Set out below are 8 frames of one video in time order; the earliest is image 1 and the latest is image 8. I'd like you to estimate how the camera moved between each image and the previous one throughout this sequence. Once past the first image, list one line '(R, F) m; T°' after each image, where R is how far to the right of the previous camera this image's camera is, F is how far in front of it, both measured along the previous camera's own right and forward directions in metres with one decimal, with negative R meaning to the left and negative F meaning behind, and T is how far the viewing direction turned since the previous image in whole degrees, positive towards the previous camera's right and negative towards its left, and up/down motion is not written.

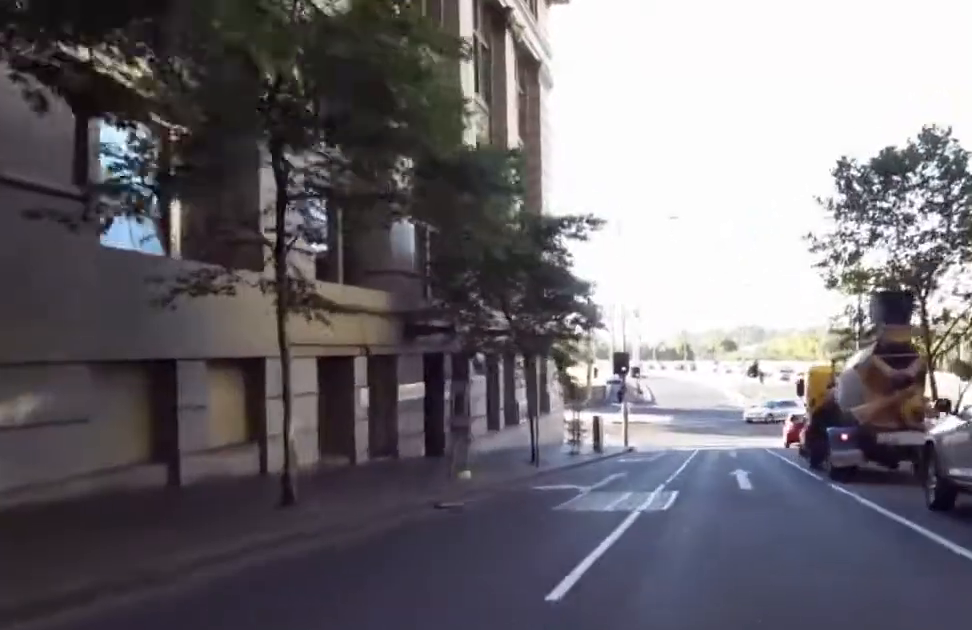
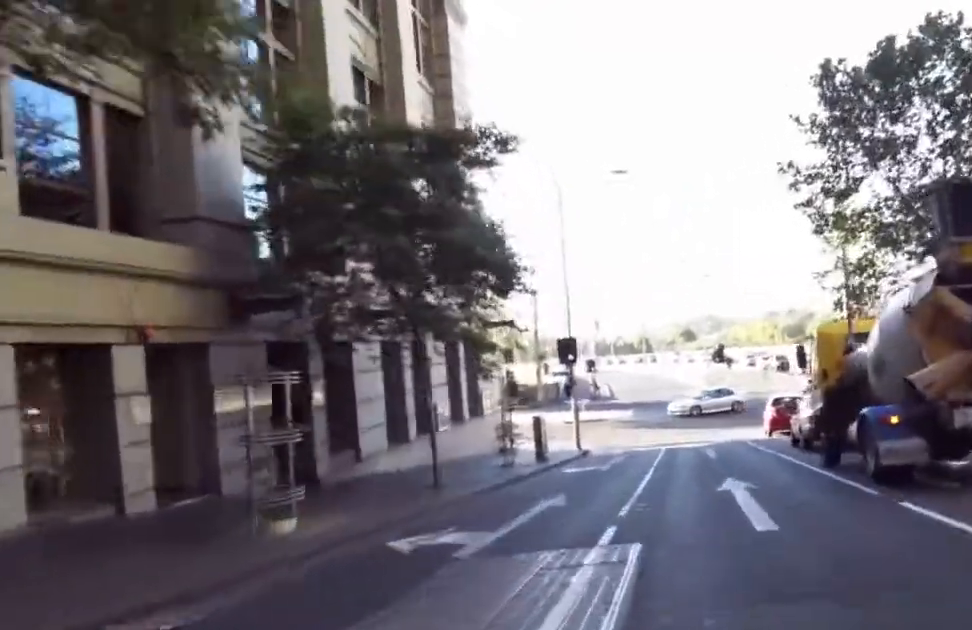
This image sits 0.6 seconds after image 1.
(+0.2, +8.3) m; +3°
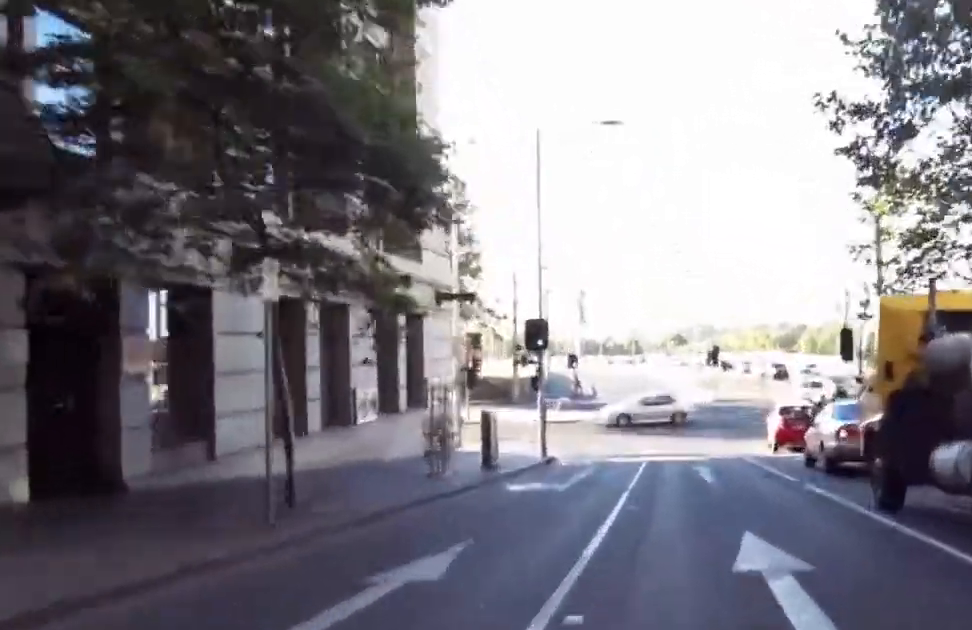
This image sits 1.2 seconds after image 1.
(+0.3, +8.2) m; -2°
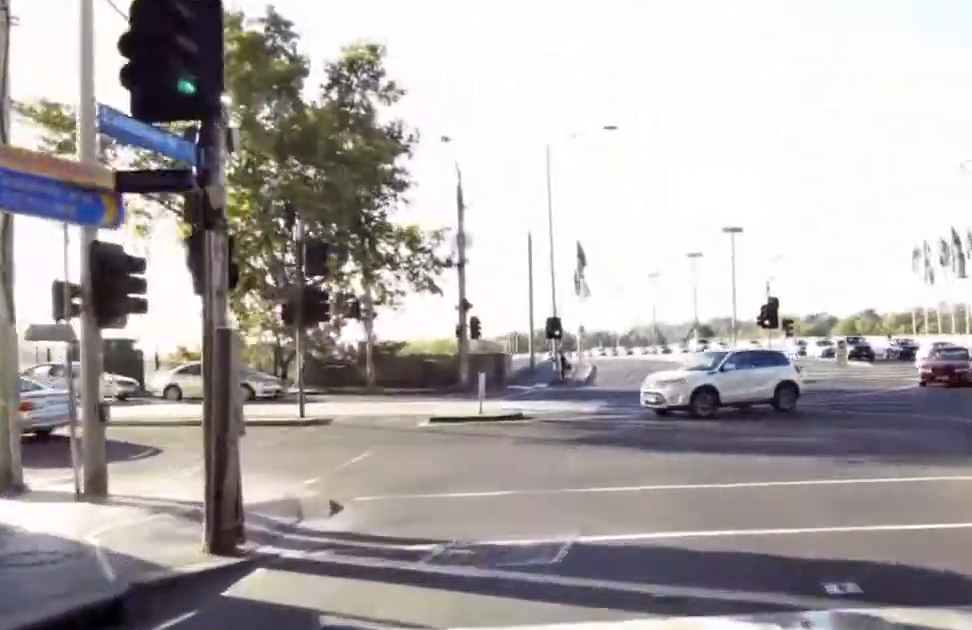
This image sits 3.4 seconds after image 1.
(-2.4, +30.2) m; -7°
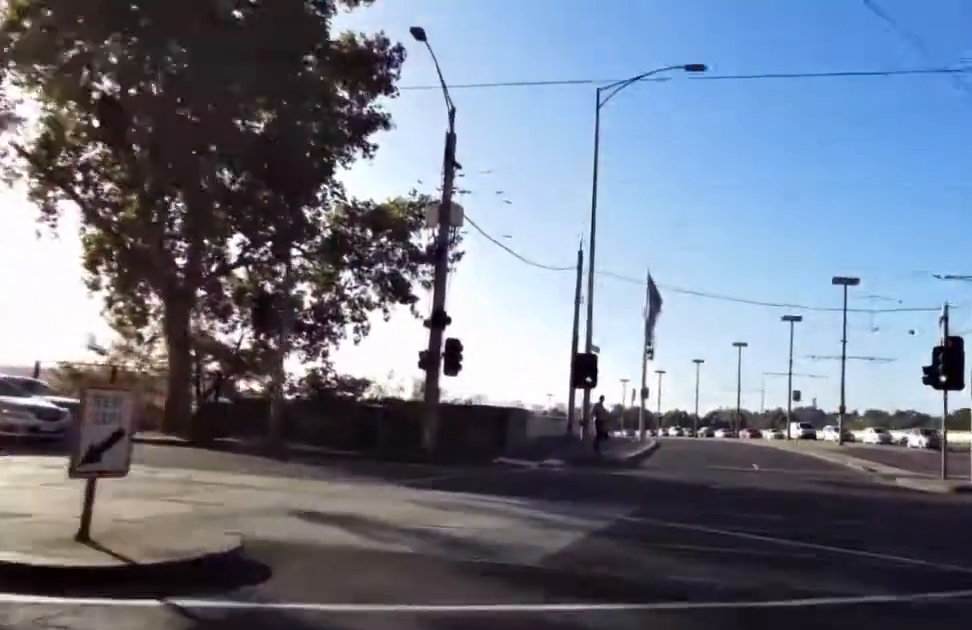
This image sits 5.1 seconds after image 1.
(-2.9, +19.6) m; -17°
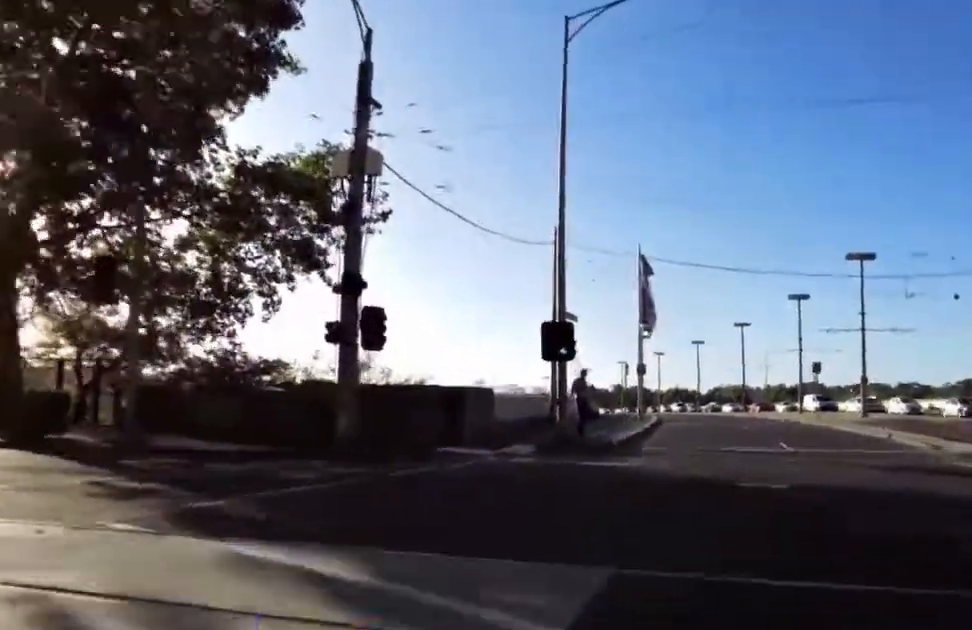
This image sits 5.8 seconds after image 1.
(-0.6, +7.3) m; -5°
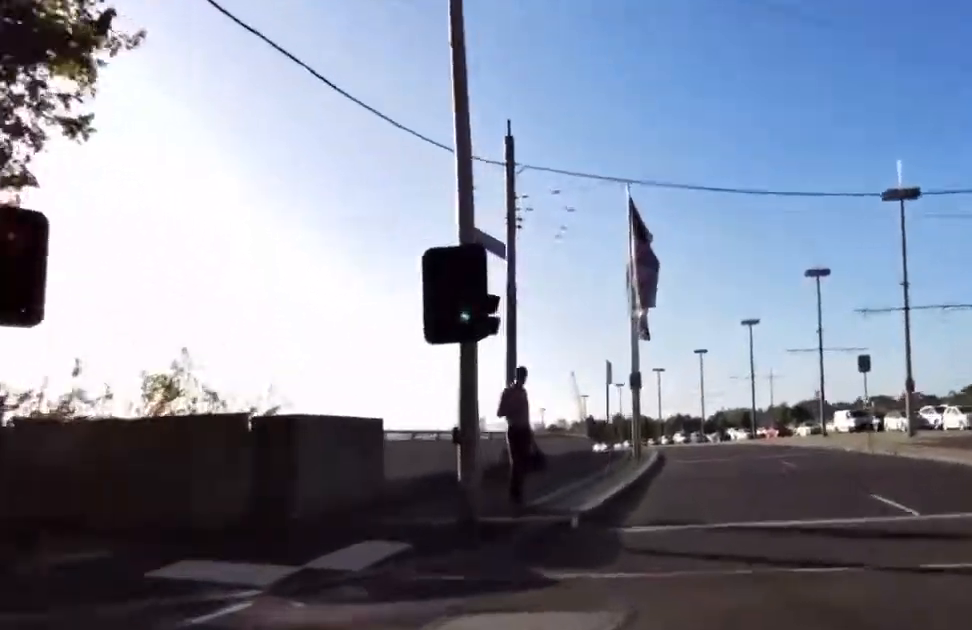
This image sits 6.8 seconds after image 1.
(+0.1, +10.8) m; -6°
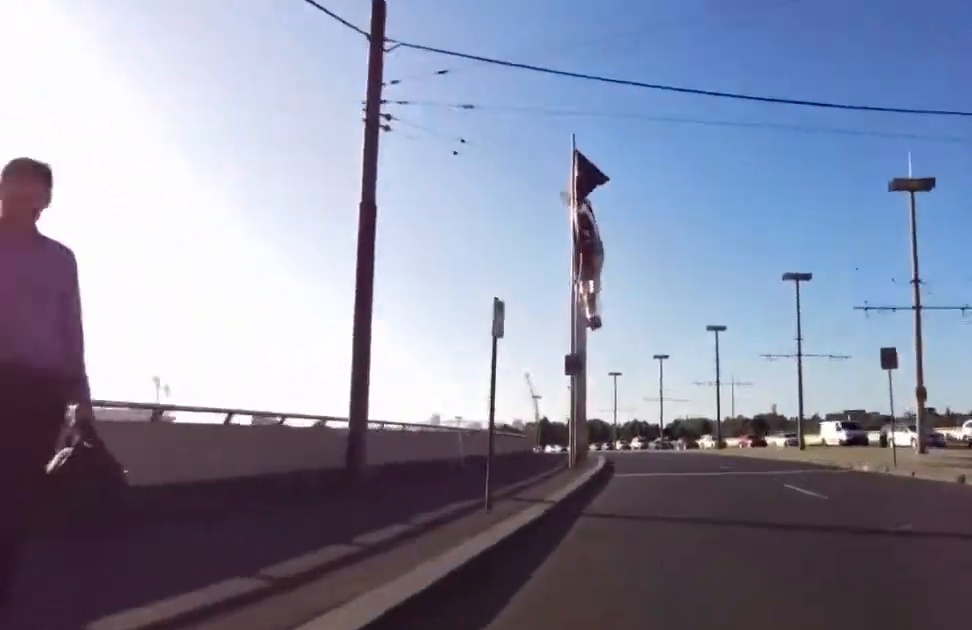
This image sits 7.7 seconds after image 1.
(-1.3, +9.1) m; -4°
